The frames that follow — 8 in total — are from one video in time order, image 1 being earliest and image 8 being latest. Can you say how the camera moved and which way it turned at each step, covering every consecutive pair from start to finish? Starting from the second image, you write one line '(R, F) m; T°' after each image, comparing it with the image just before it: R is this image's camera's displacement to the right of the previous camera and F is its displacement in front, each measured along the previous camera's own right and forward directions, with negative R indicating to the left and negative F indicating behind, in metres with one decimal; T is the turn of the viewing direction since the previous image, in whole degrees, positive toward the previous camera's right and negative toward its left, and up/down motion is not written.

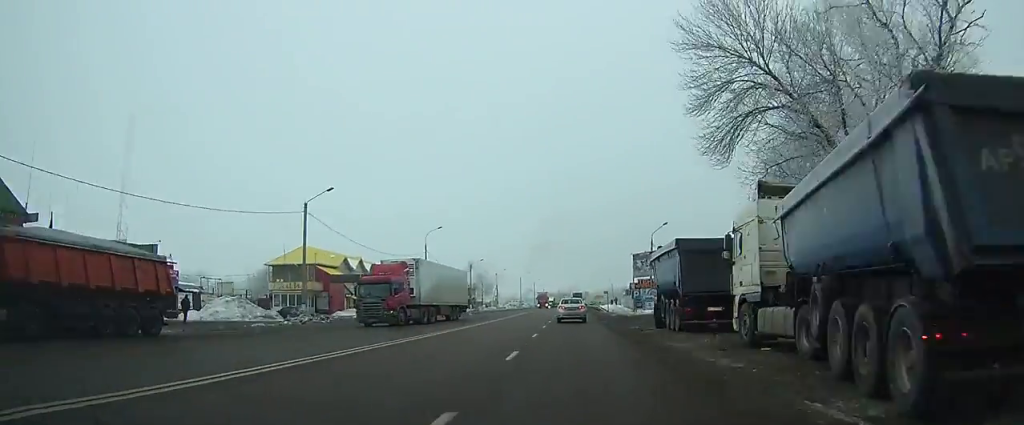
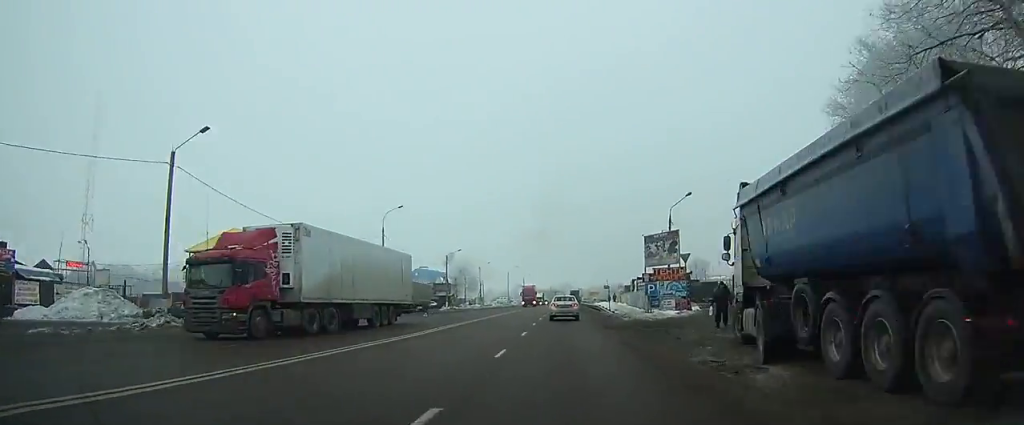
(-0.1, +15.6) m; 0°
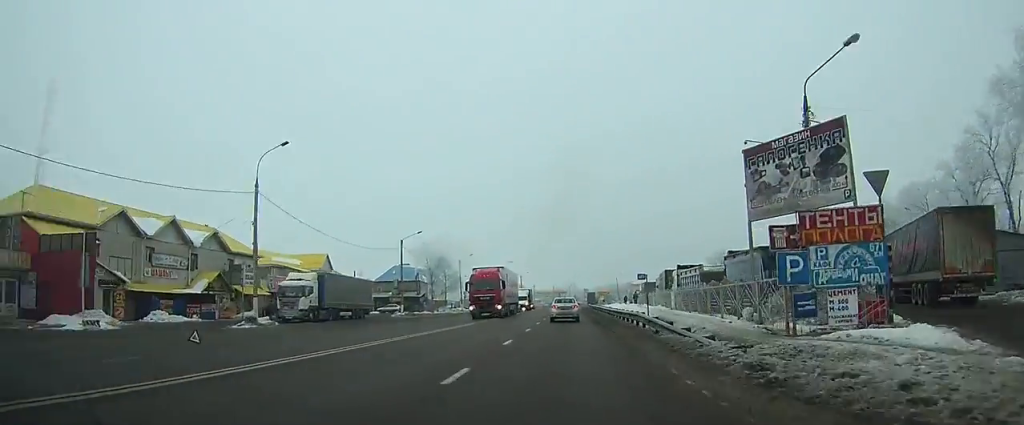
(+0.1, +29.2) m; 0°
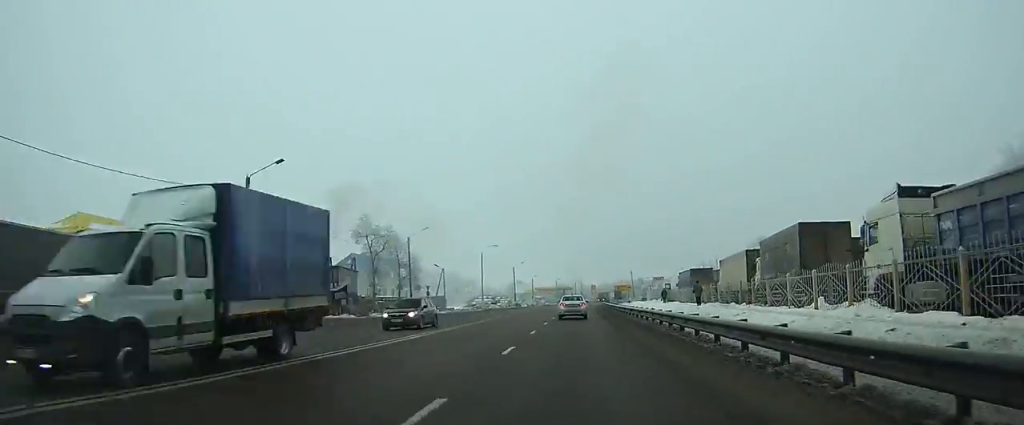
(0.0, +36.0) m; 0°
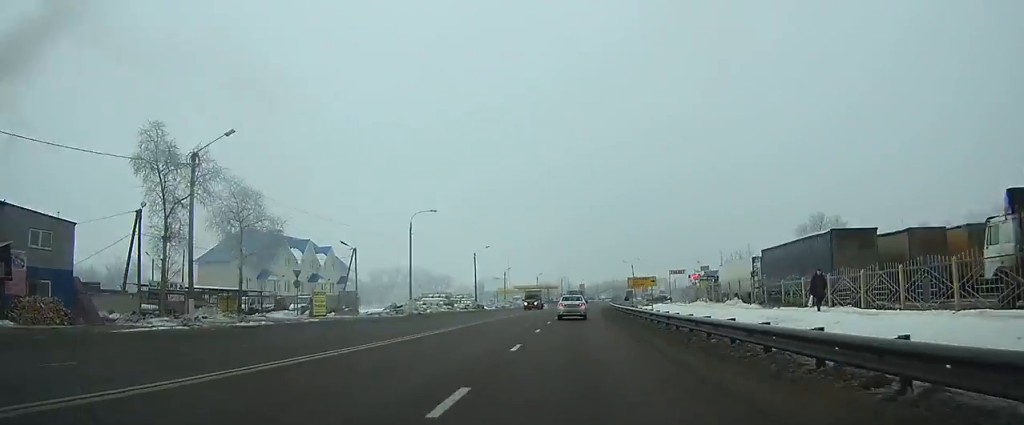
(+0.3, +39.0) m; +1°
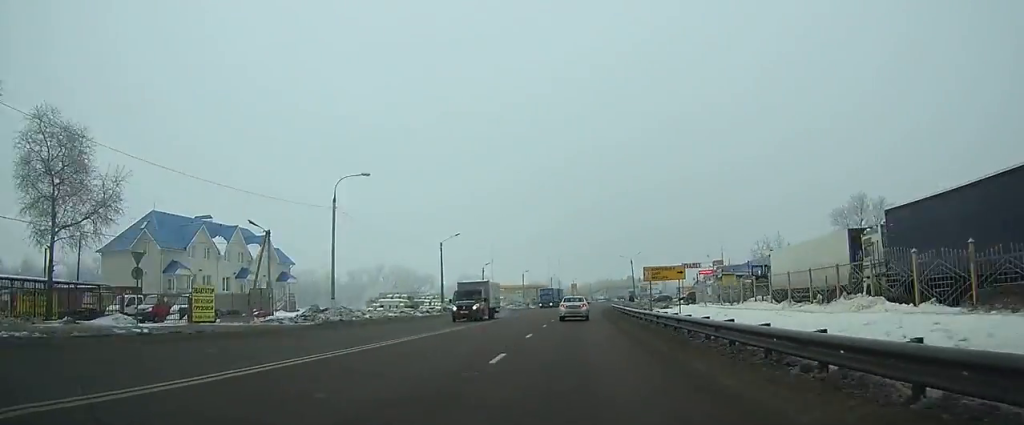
(+0.2, +18.7) m; +1°
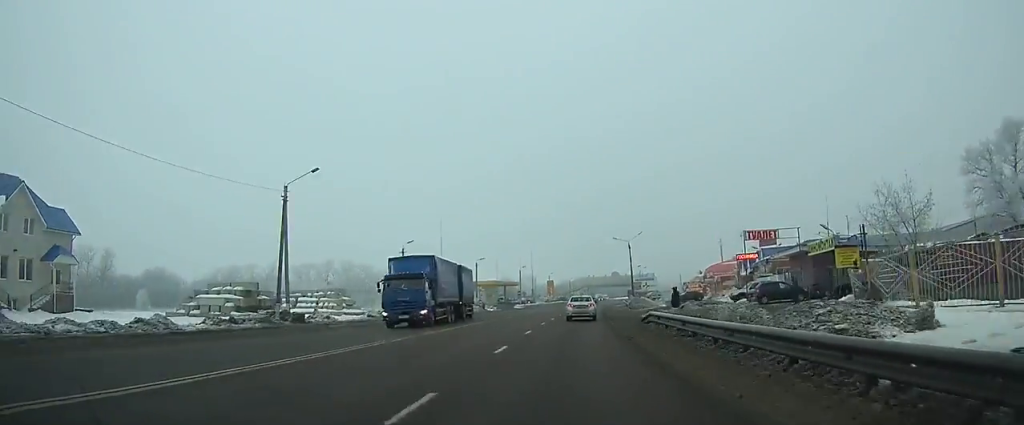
(+0.4, +38.0) m; +2°
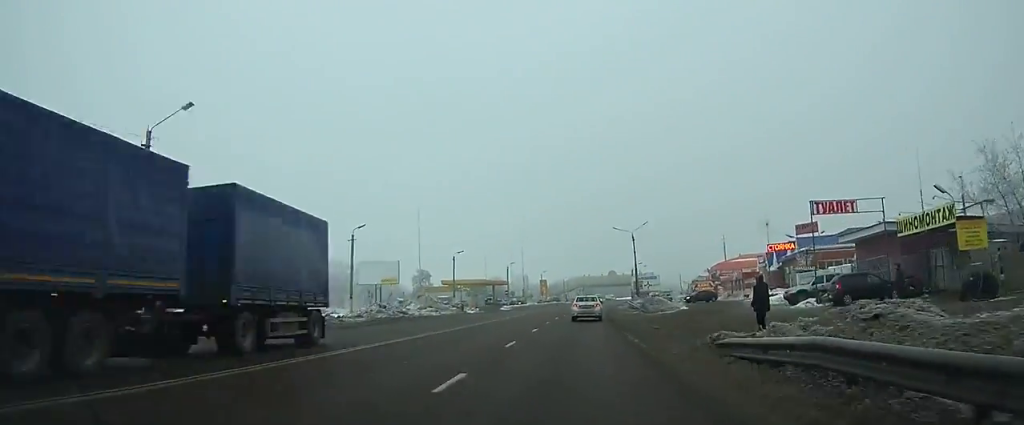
(+0.1, +13.5) m; +1°
